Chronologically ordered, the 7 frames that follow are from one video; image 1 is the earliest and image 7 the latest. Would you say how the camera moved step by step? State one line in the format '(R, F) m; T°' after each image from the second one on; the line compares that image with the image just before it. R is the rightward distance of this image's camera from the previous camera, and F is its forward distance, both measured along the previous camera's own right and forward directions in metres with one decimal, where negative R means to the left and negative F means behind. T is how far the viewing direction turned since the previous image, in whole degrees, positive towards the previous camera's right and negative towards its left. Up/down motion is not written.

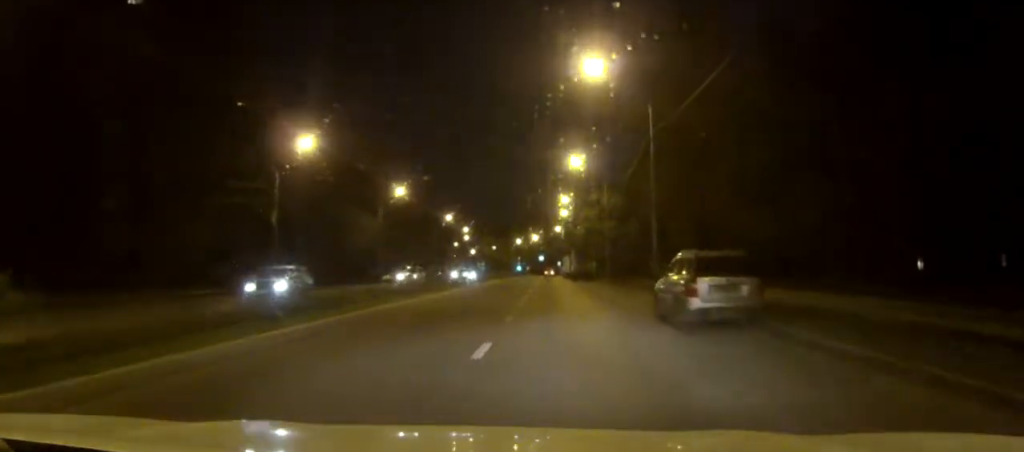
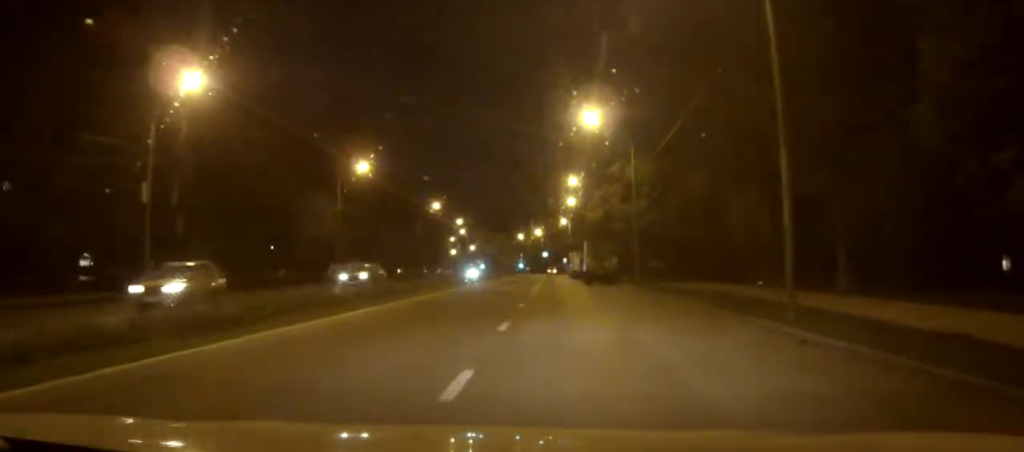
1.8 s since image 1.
(0.0, +20.0) m; 0°
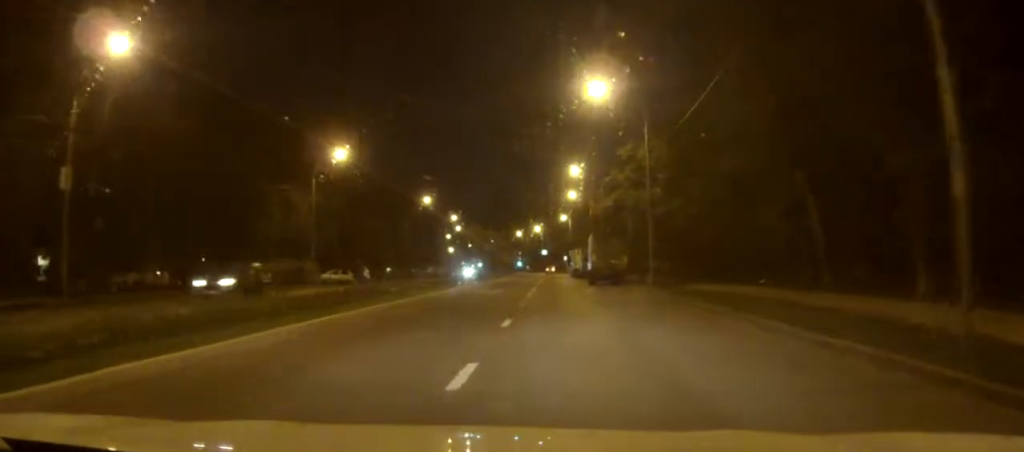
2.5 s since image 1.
(0.0, +8.0) m; 0°
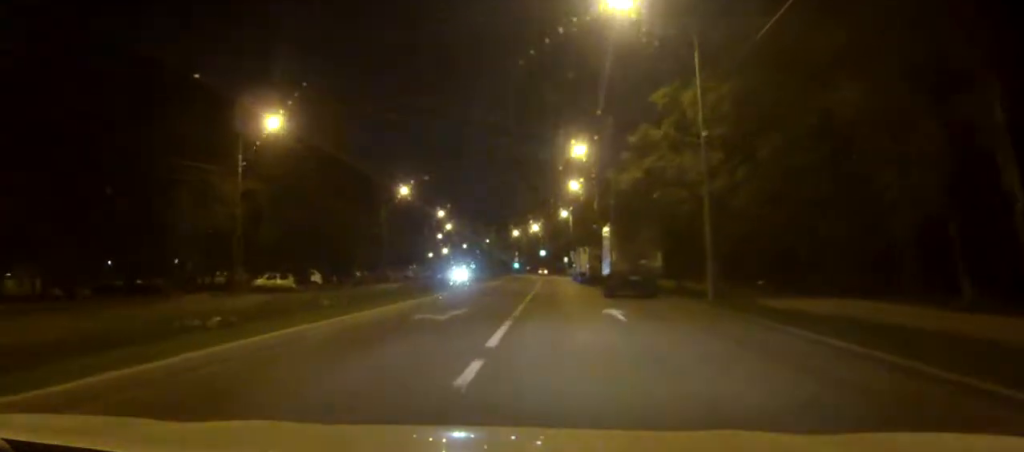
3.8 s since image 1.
(+0.1, +15.6) m; +2°
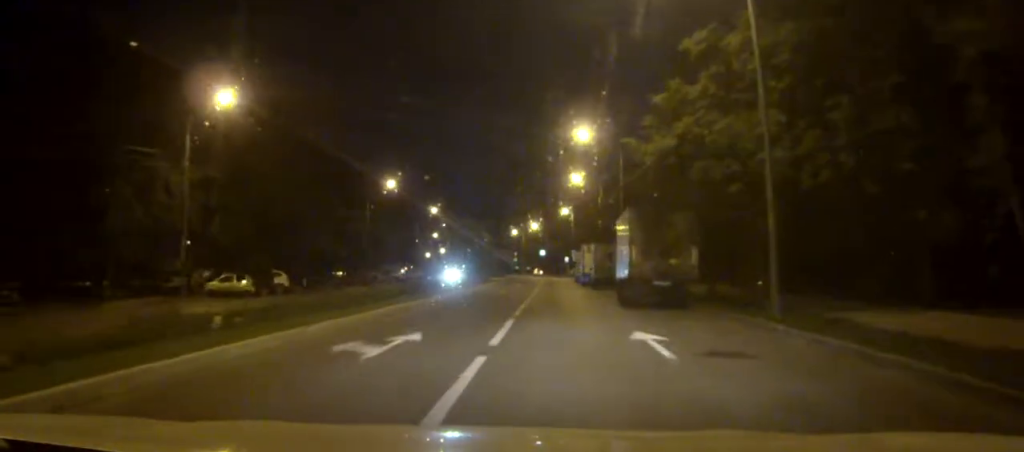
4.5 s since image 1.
(+0.1, +7.7) m; 0°
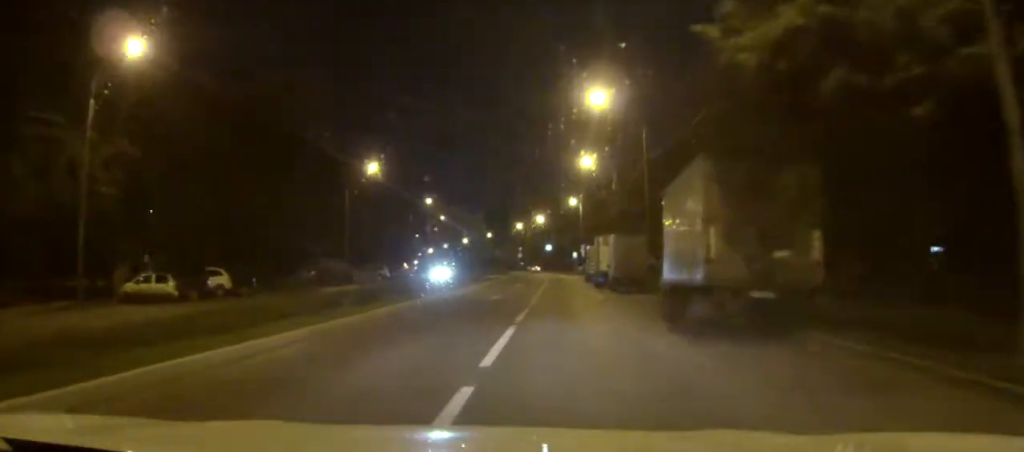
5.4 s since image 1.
(0.0, +10.7) m; 0°
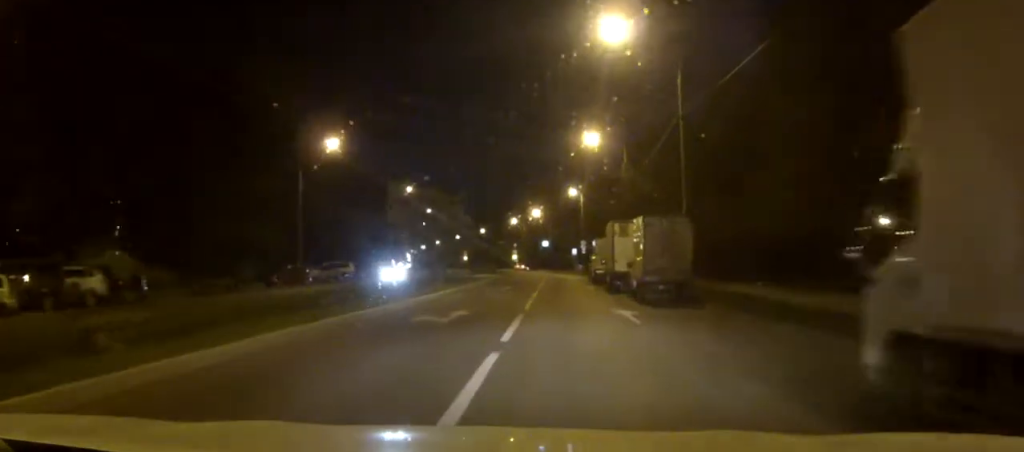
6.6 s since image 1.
(-0.1, +12.9) m; -2°
